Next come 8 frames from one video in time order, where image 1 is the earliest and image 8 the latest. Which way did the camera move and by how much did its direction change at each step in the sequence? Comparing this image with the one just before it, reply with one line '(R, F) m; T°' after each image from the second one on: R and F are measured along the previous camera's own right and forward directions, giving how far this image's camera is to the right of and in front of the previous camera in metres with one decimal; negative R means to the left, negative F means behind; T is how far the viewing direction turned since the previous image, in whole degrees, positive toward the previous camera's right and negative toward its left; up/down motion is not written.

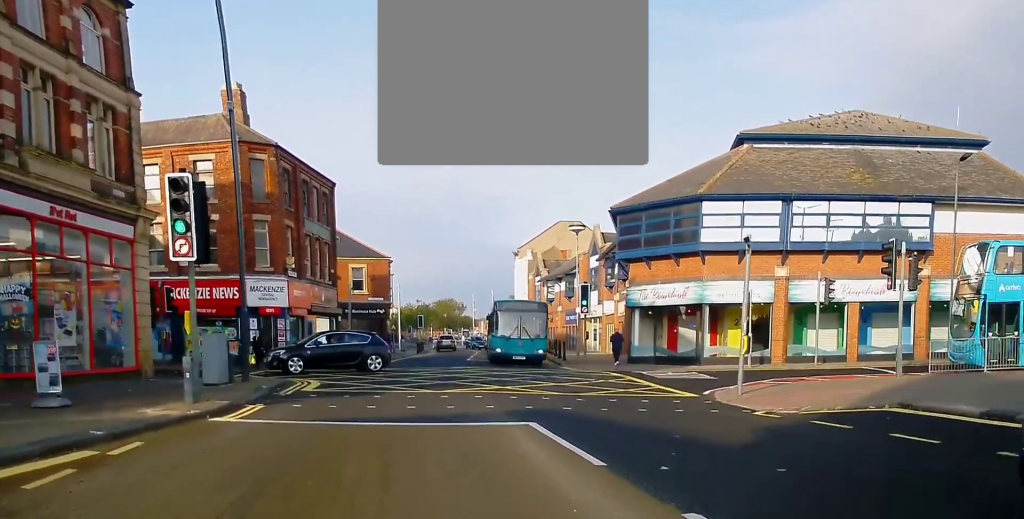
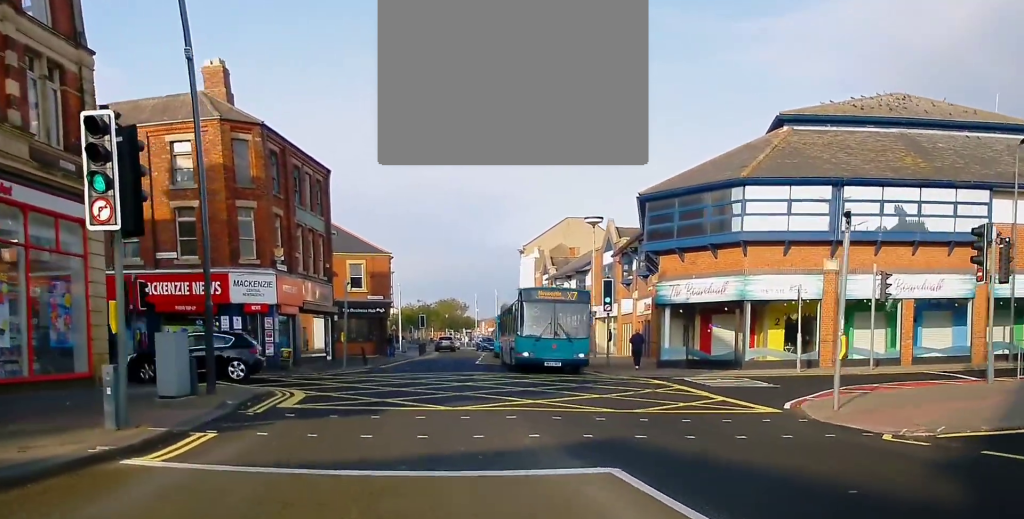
(0.0, +4.2) m; 0°
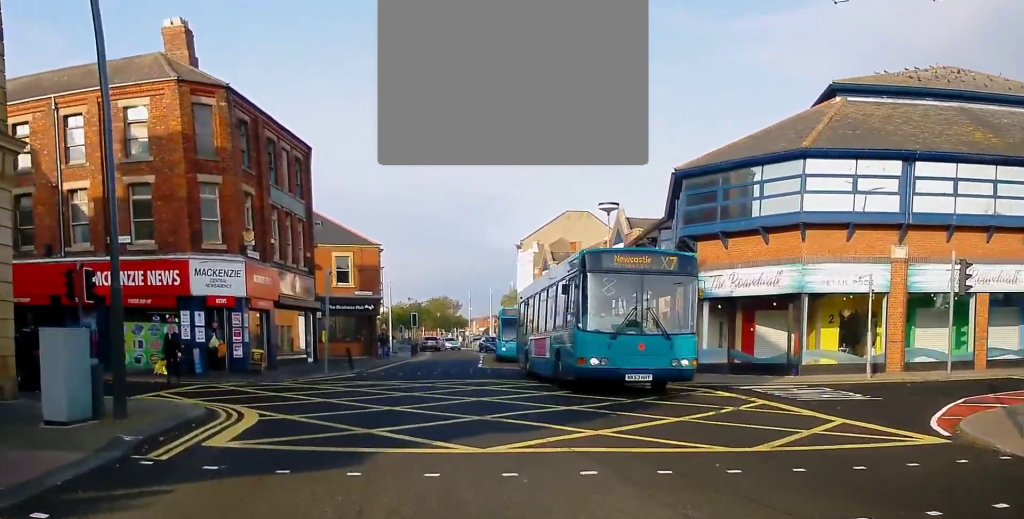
(+0.1, +5.3) m; -2°
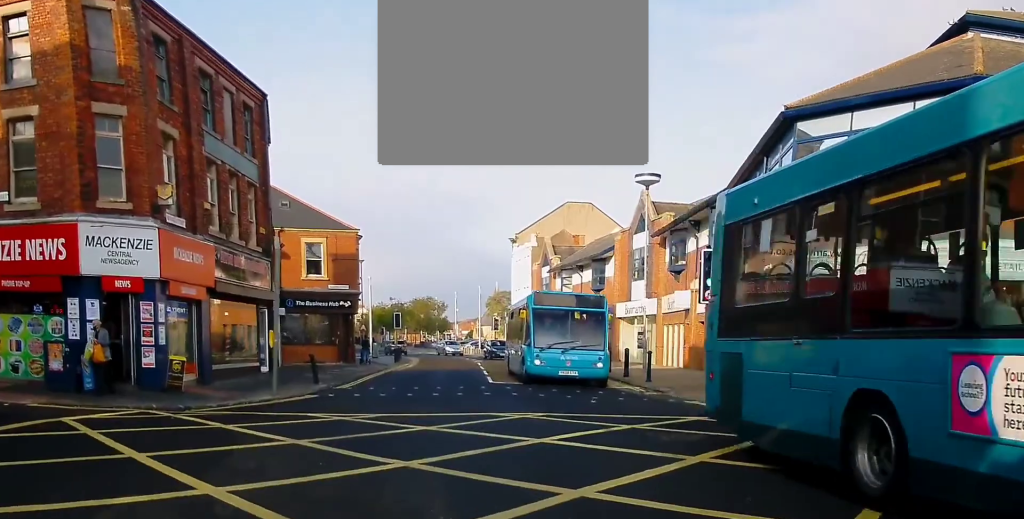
(0.0, +9.2) m; +4°
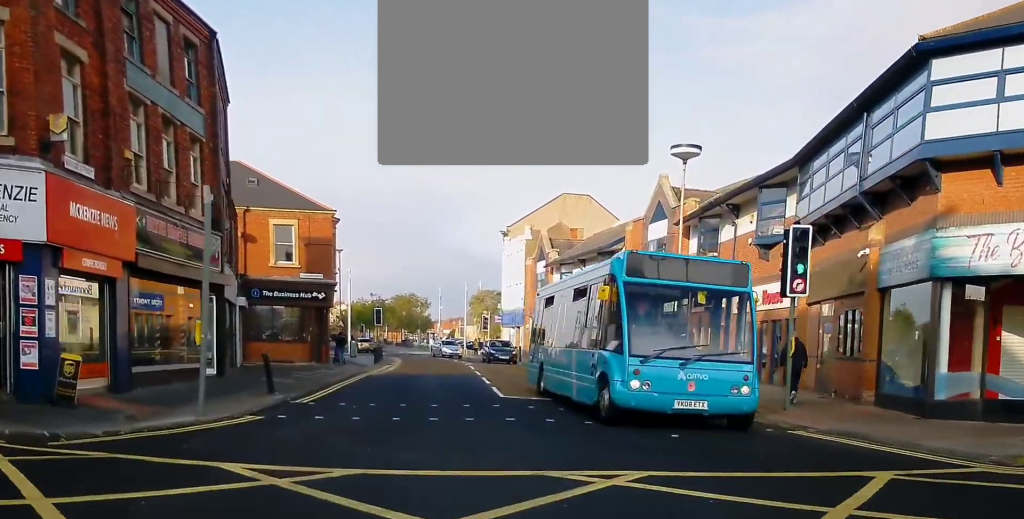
(+0.3, +6.0) m; +3°
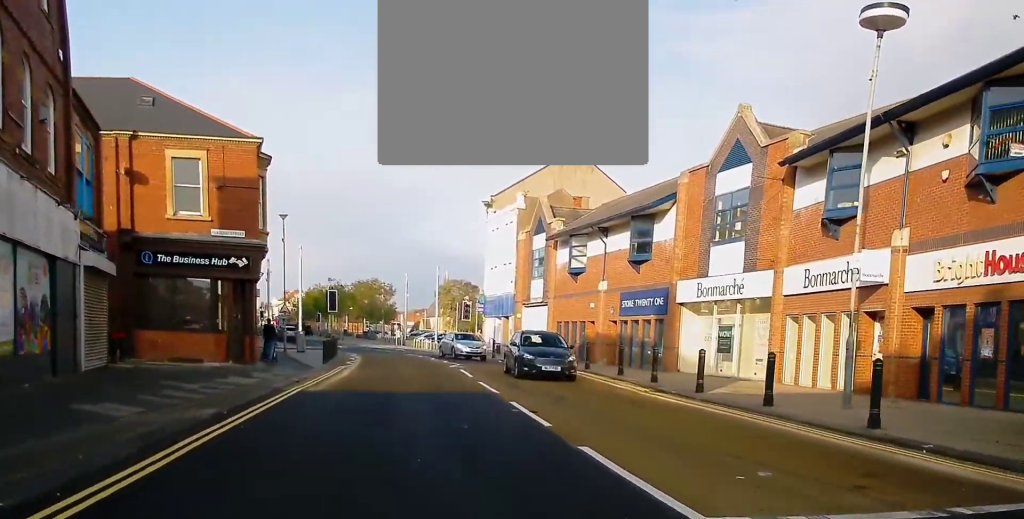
(+0.2, +12.7) m; +4°
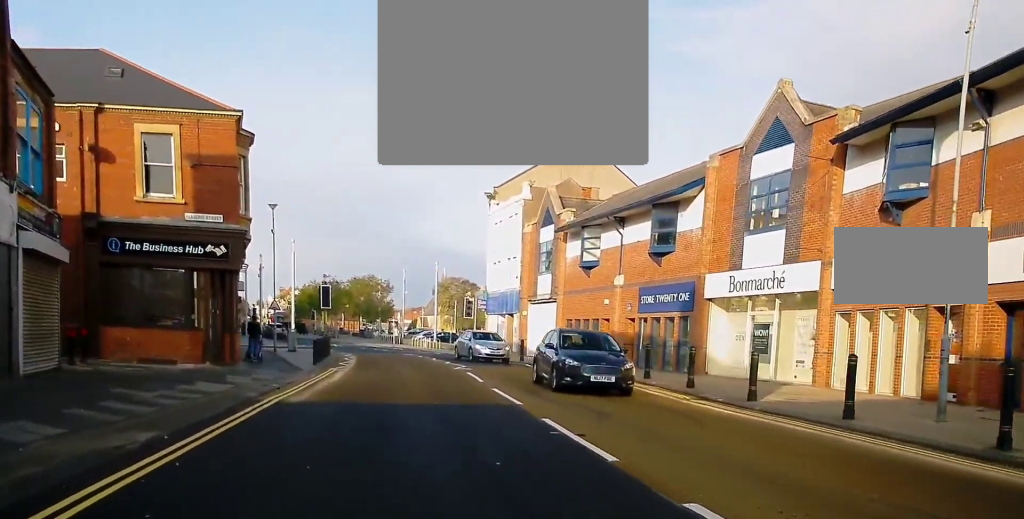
(+0.2, +3.2) m; 0°
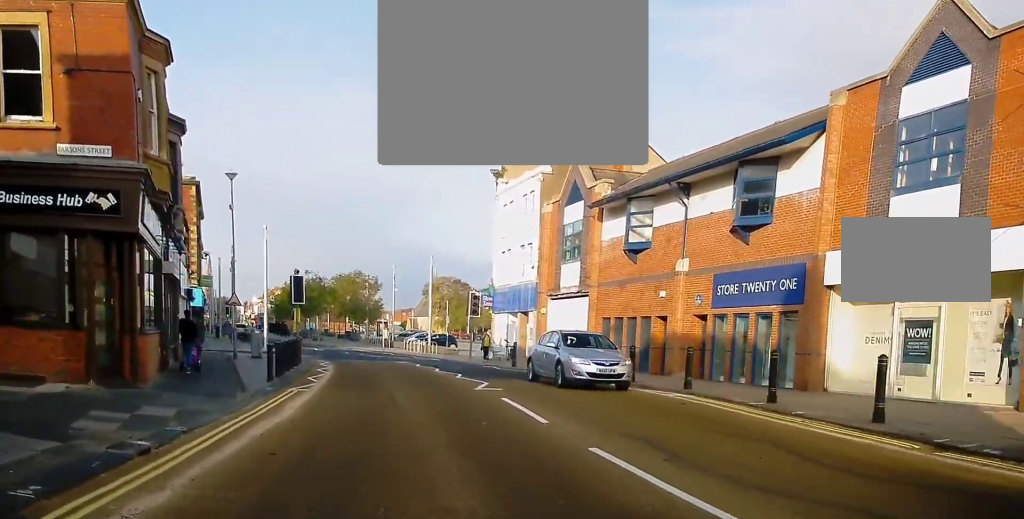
(-0.3, +9.1) m; -4°
